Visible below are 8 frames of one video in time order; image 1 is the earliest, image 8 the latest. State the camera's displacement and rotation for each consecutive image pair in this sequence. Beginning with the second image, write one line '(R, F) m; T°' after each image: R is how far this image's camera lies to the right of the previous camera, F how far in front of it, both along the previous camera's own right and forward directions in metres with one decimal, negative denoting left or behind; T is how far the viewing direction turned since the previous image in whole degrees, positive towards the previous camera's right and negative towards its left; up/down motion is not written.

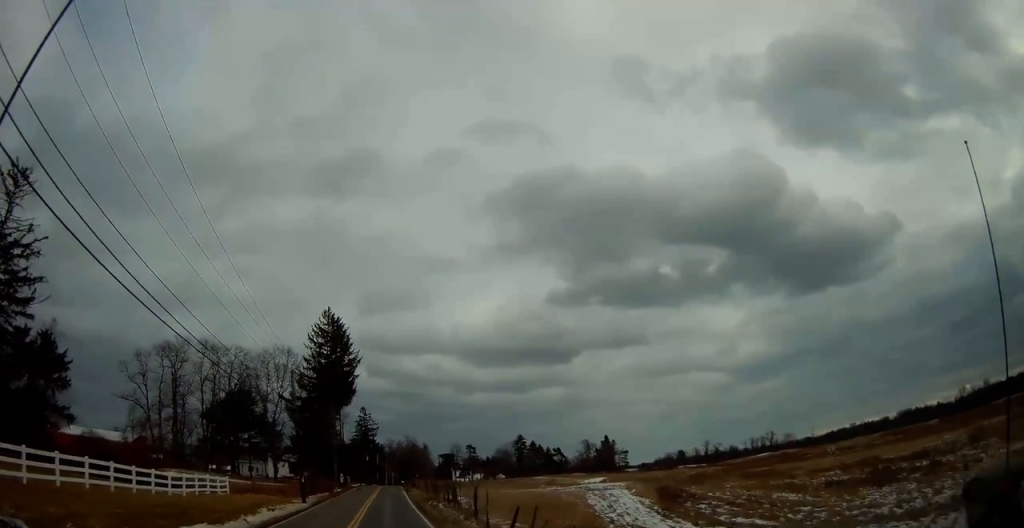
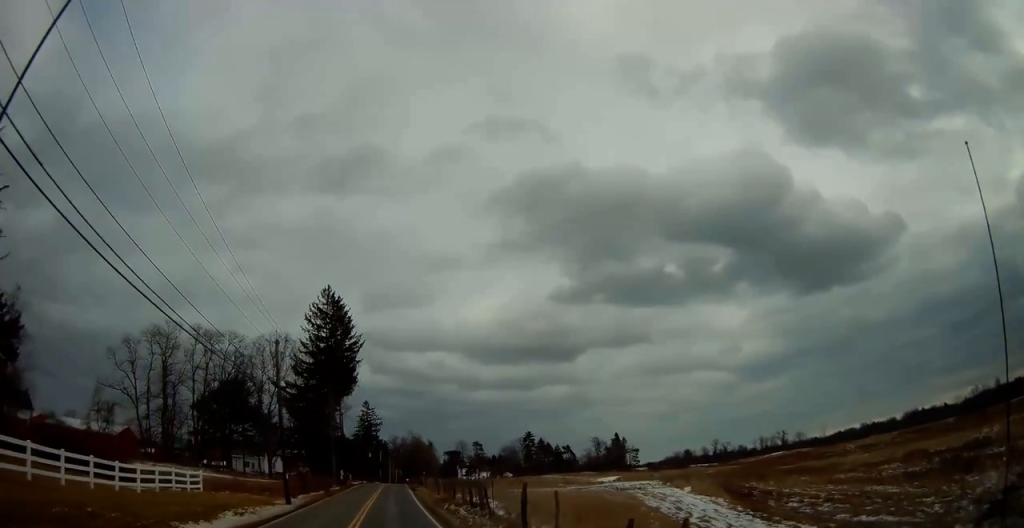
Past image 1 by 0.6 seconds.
(0.0, +7.5) m; -1°
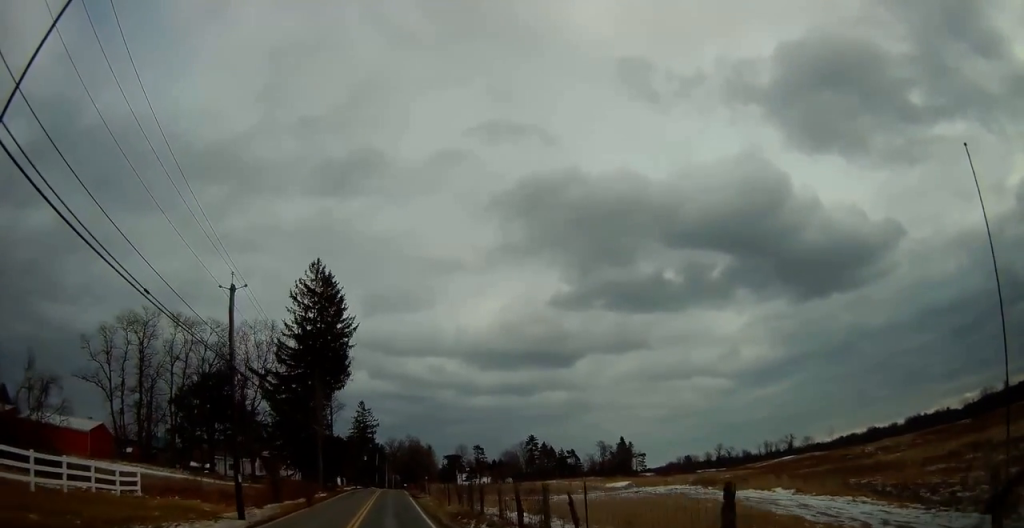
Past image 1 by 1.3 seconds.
(-0.1, +9.5) m; 0°
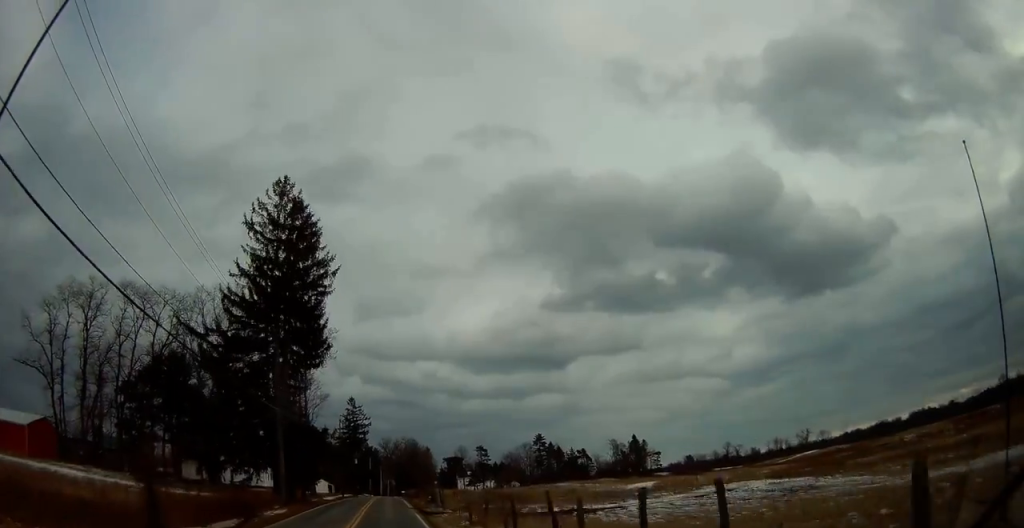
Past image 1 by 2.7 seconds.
(+0.2, +17.9) m; +2°
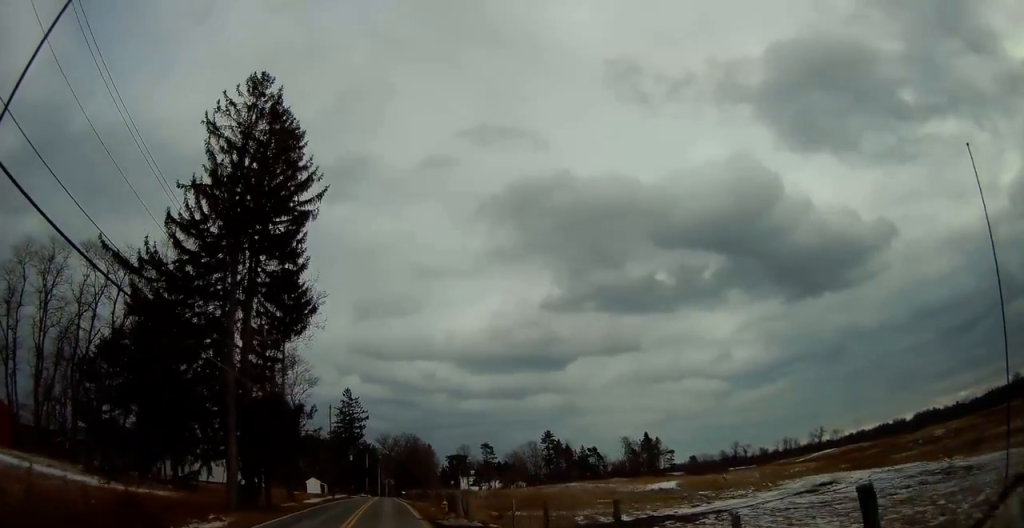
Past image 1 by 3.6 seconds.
(+0.1, +12.0) m; 0°
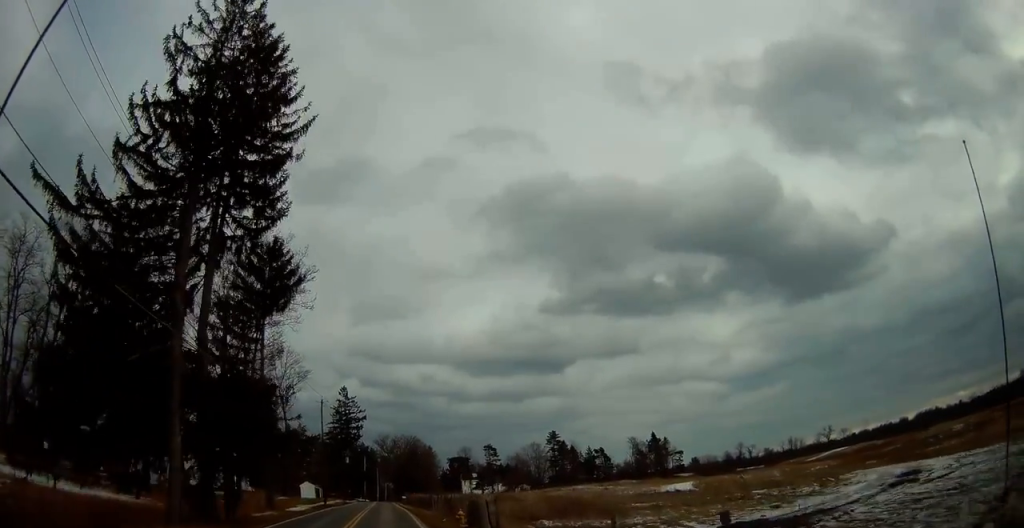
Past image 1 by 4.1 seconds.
(0.0, +7.1) m; +1°
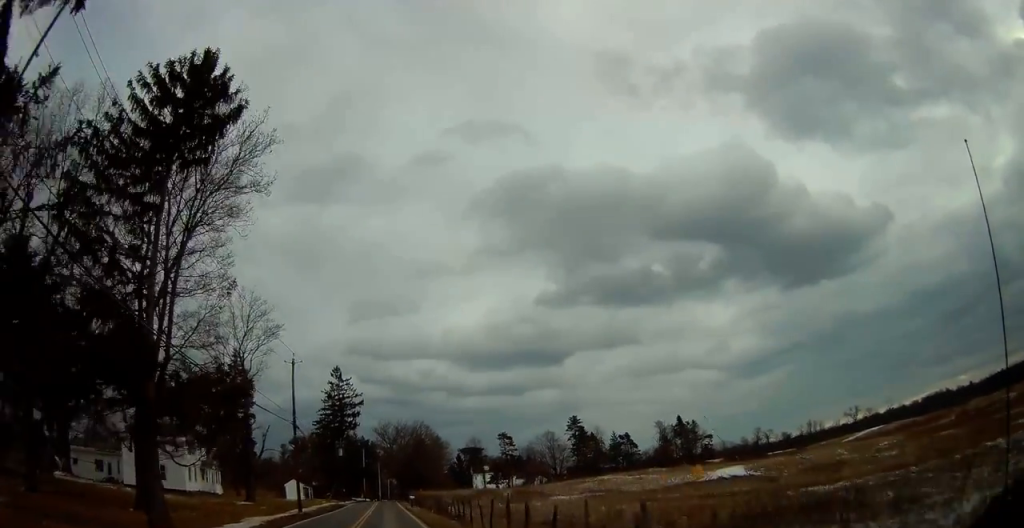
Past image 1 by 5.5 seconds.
(+0.4, +18.3) m; +1°
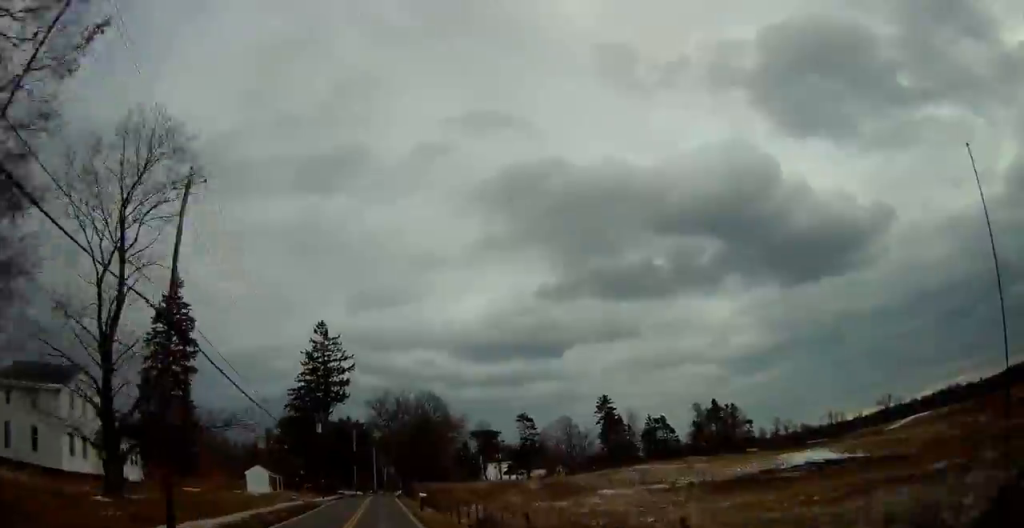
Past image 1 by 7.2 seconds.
(-0.7, +23.3) m; -2°
